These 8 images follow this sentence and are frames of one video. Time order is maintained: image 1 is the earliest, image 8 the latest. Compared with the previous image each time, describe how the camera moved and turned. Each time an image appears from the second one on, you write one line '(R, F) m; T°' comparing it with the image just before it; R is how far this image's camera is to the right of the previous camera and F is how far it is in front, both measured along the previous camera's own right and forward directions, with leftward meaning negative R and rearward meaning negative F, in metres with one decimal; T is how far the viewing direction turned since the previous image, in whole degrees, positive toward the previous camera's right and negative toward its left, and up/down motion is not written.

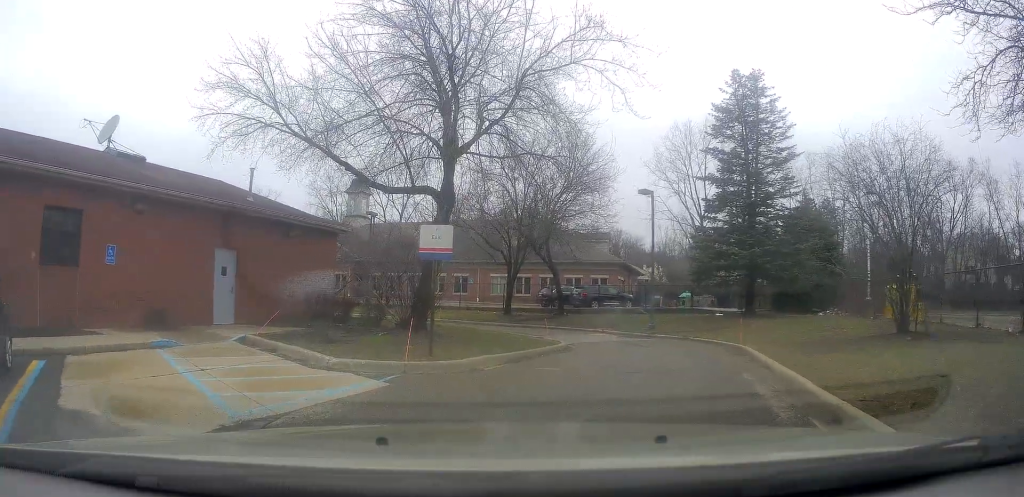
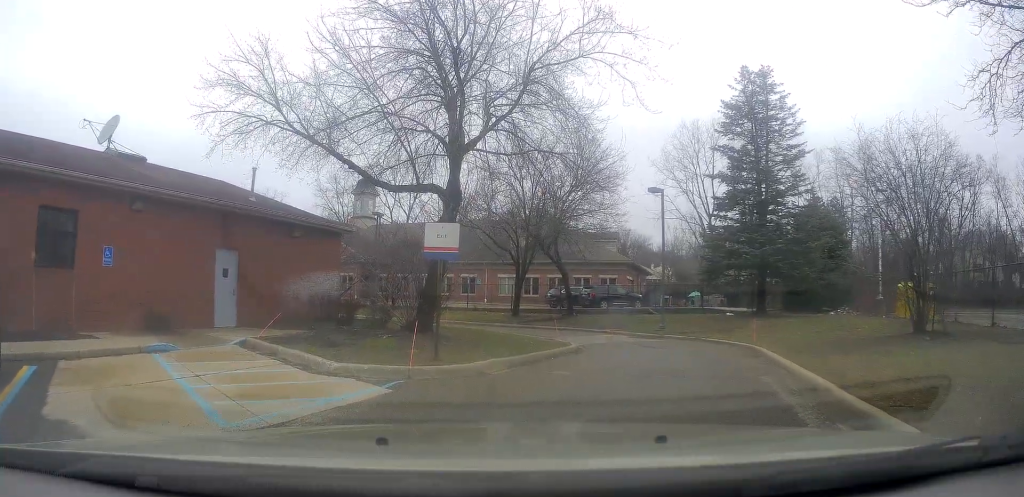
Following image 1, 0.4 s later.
(+0.2, +0.4) m; 0°
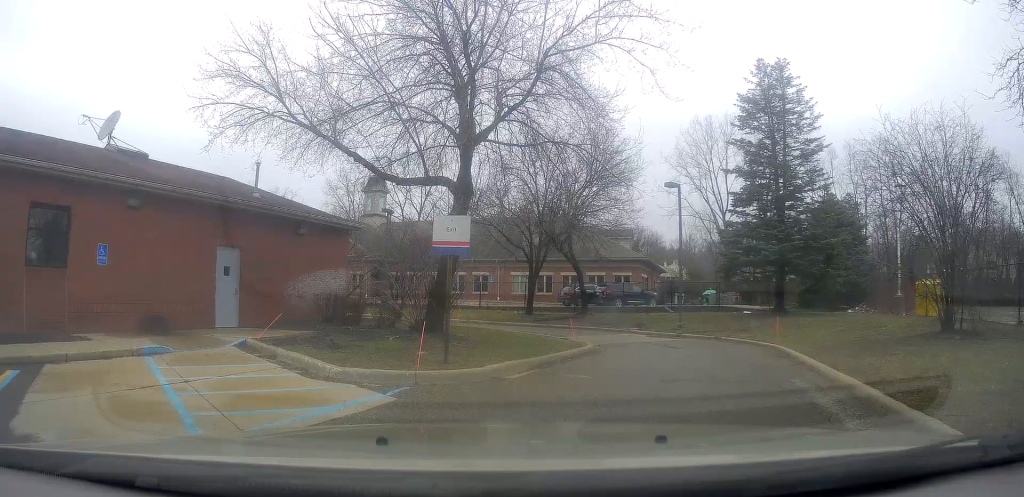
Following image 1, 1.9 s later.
(+0.5, +1.1) m; 0°
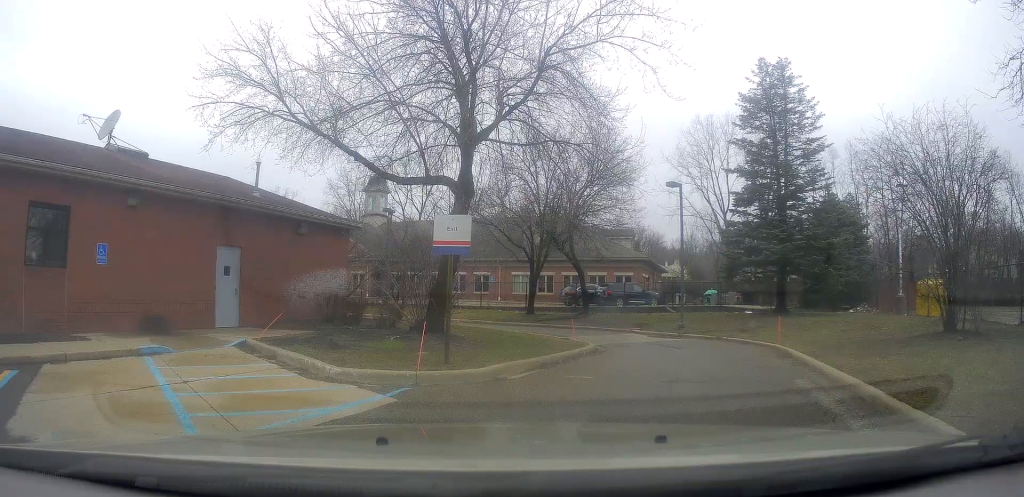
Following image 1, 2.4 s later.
(+0.1, +0.3) m; 0°
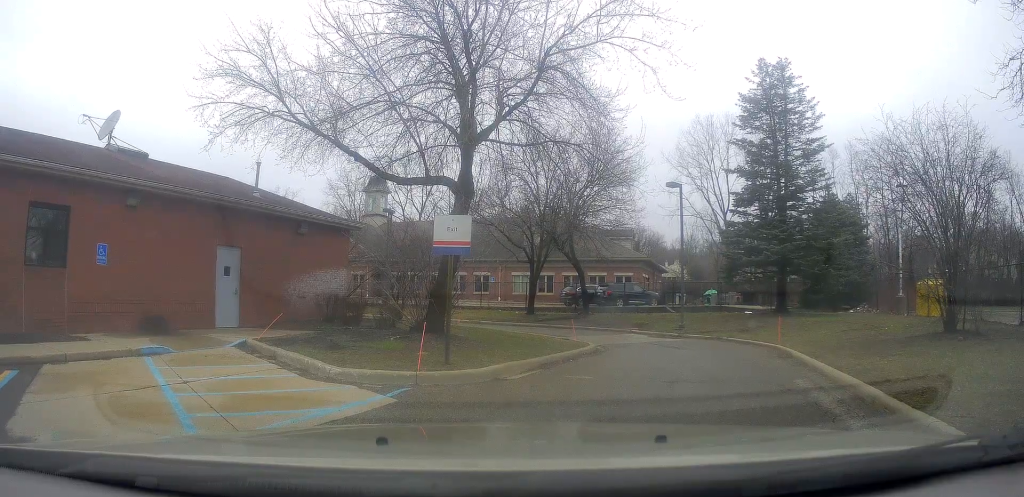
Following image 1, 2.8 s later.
(+0.1, +0.3) m; 0°
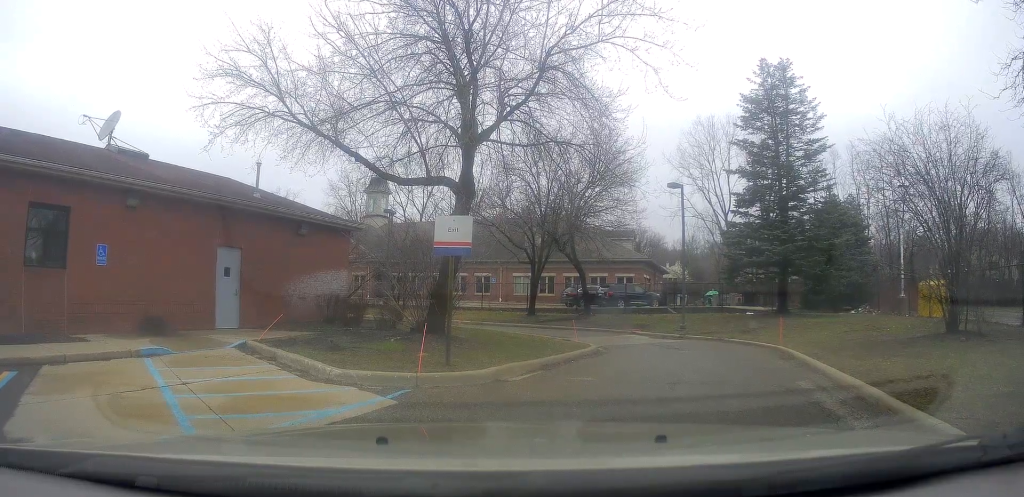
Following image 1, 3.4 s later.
(+0.1, +0.4) m; 0°
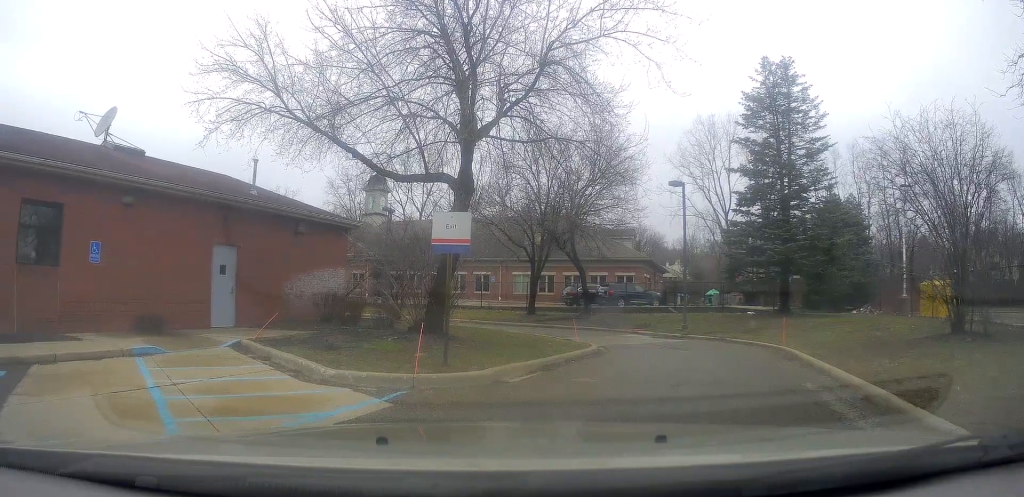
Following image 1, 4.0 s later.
(0.0, +0.4) m; 0°
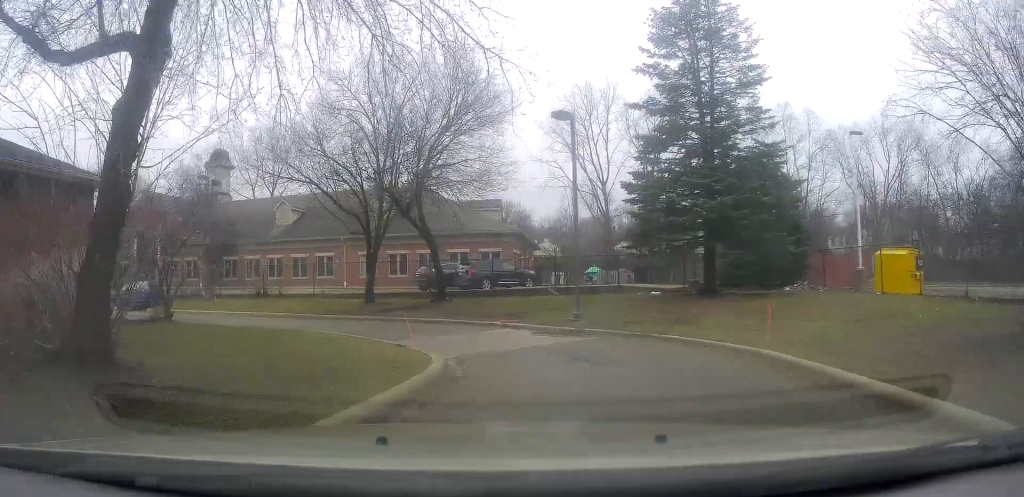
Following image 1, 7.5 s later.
(+0.9, +3.0) m; +5°
